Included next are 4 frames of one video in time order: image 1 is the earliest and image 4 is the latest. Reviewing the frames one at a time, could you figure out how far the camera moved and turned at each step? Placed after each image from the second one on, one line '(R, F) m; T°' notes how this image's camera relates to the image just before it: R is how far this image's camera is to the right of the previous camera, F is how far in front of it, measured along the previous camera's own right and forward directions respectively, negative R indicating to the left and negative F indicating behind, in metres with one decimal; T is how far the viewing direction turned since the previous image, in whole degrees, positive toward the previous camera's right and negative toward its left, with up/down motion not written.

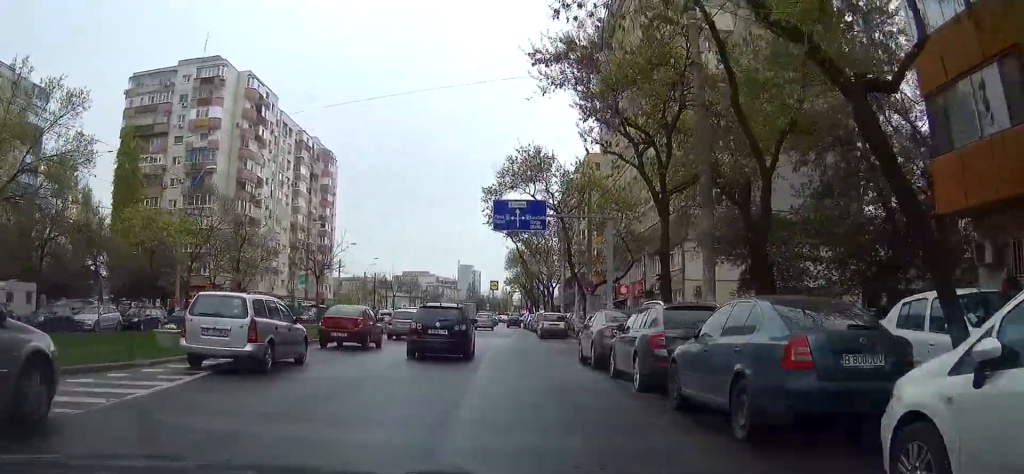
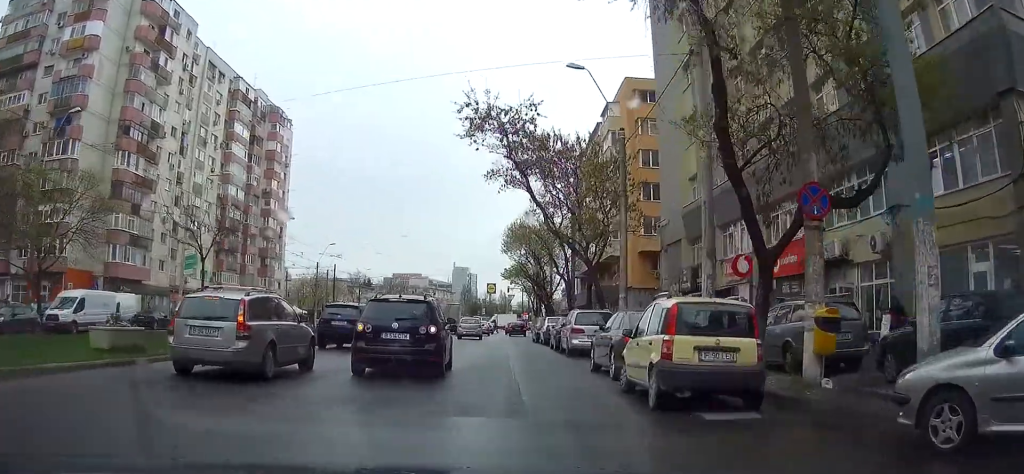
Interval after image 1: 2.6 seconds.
(+0.2, +32.7) m; 0°
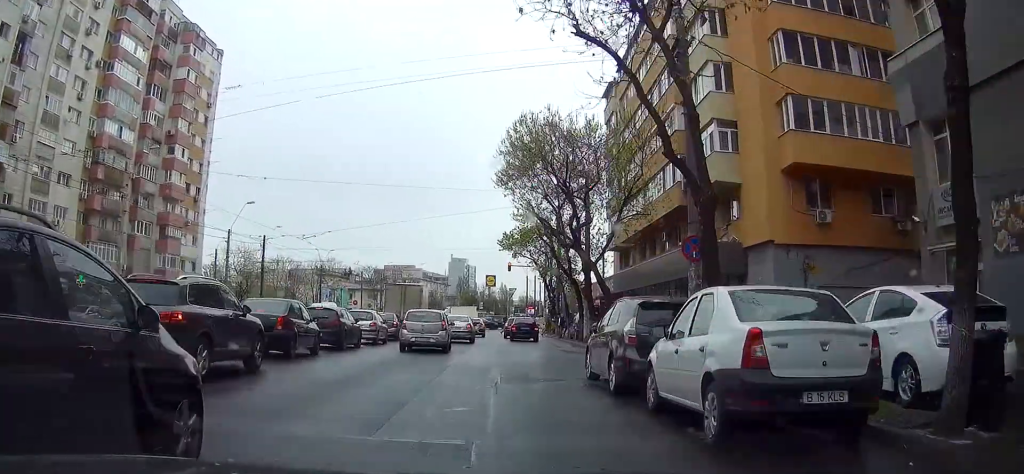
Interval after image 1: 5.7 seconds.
(+1.1, +33.4) m; +2°
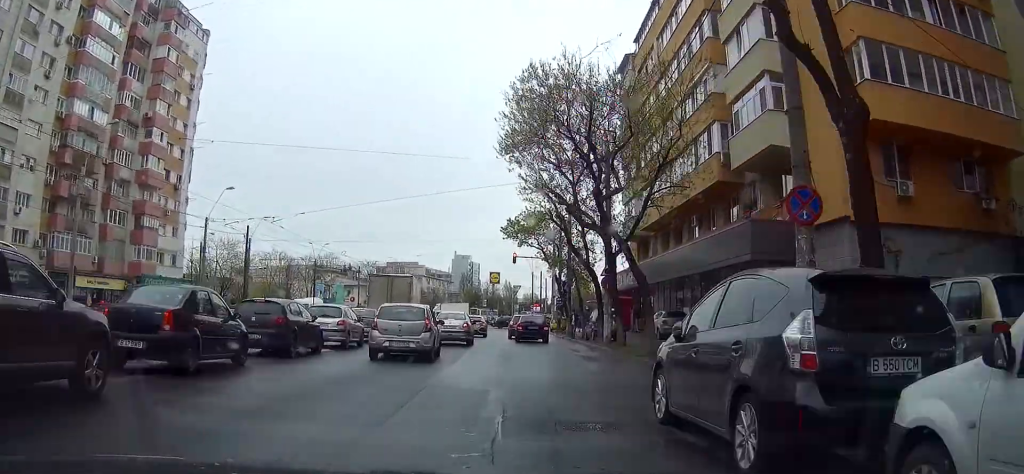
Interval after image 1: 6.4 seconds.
(0.0, +6.4) m; 0°
